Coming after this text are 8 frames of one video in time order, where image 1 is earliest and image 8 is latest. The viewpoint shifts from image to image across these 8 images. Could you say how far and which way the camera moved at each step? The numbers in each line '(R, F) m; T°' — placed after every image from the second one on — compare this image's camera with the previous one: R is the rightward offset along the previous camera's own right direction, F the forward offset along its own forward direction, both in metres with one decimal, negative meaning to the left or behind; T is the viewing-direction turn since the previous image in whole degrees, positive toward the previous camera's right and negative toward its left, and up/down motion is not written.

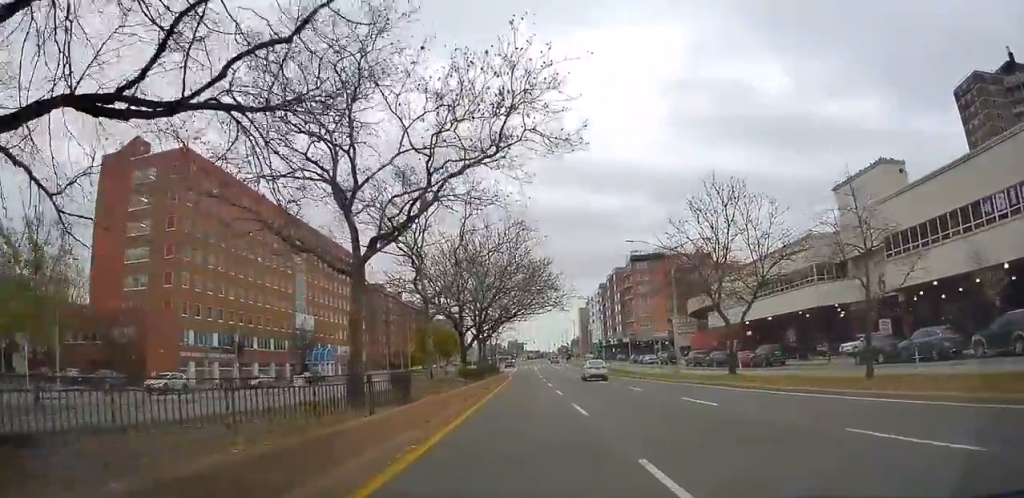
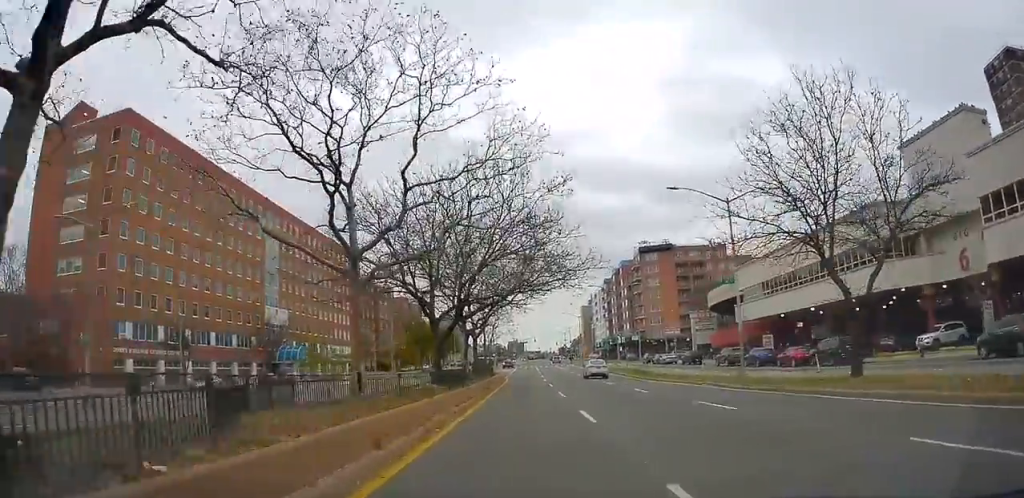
(0.0, +11.4) m; -1°
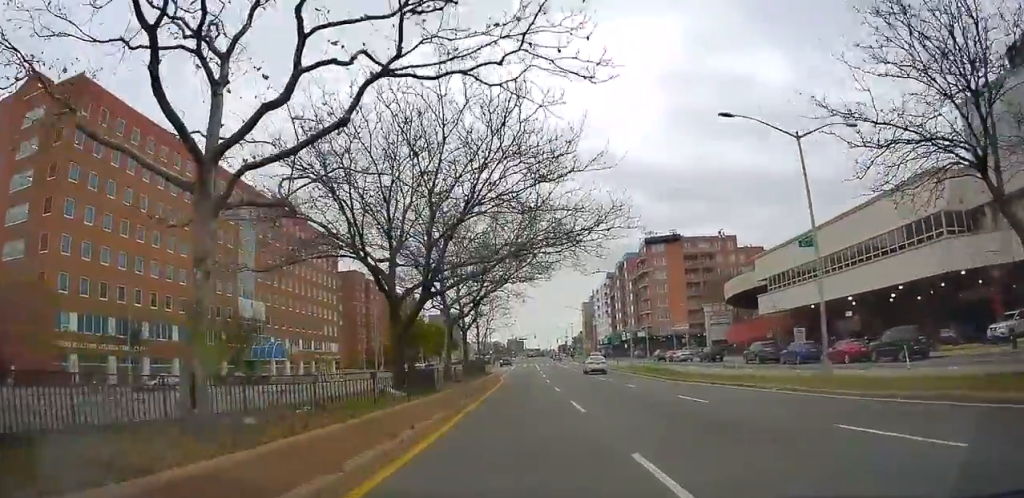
(-0.3, +8.0) m; -1°
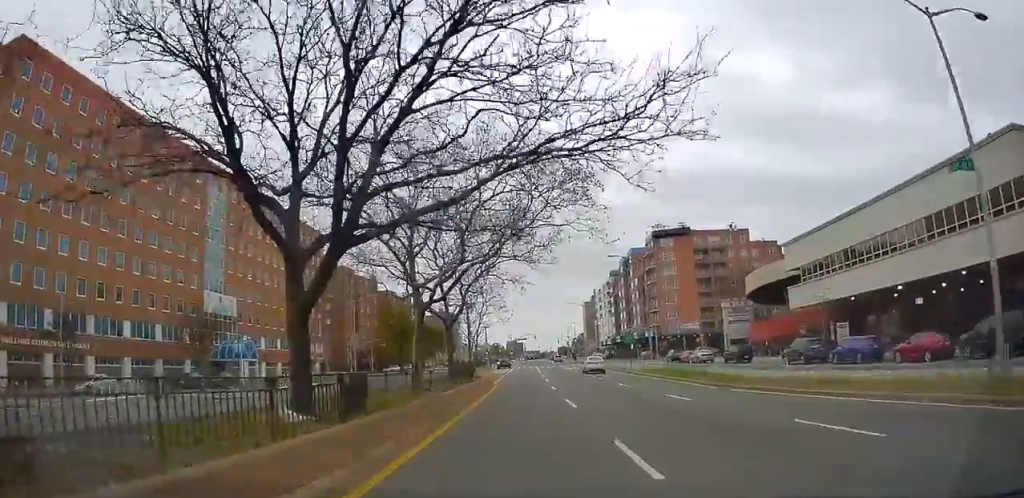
(+0.4, +8.4) m; 0°
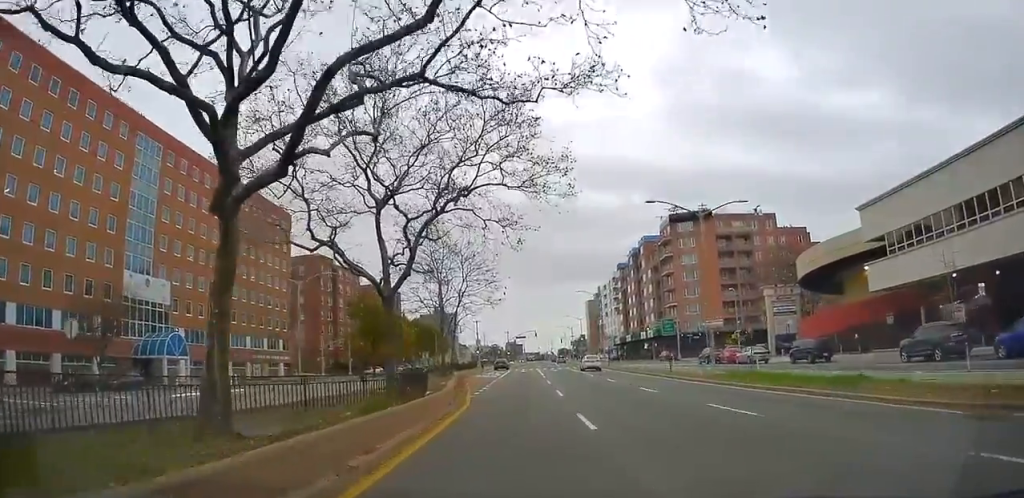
(-0.4, +15.1) m; +1°
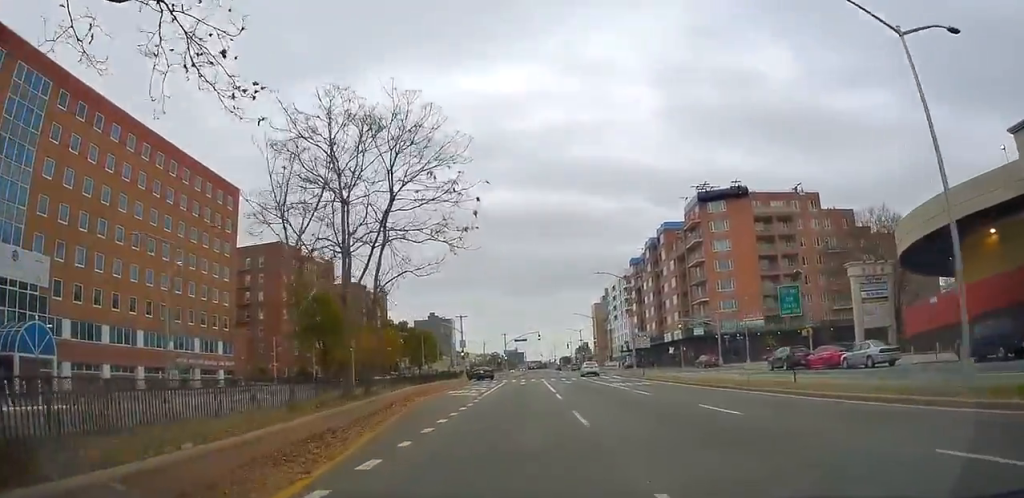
(+0.6, +18.8) m; -1°
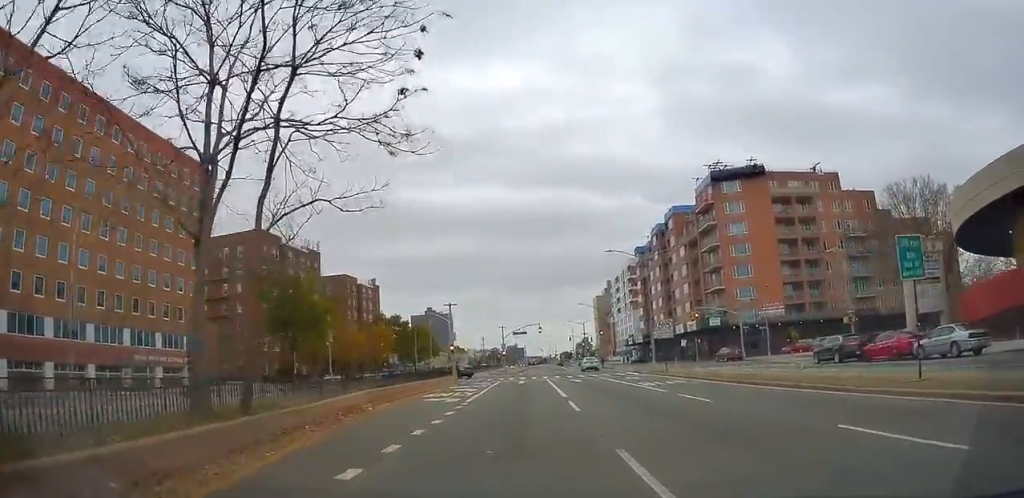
(-0.4, +7.6) m; 0°
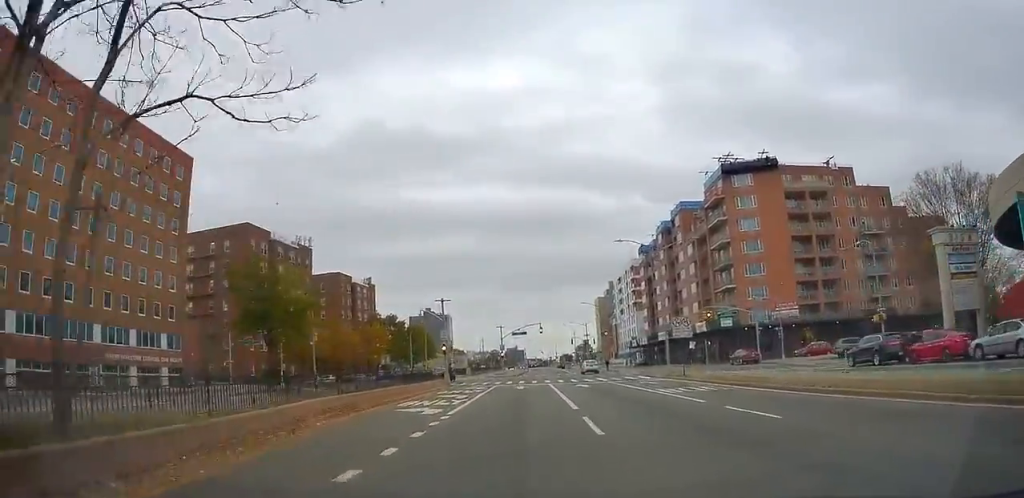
(-0.1, +4.4) m; 0°
